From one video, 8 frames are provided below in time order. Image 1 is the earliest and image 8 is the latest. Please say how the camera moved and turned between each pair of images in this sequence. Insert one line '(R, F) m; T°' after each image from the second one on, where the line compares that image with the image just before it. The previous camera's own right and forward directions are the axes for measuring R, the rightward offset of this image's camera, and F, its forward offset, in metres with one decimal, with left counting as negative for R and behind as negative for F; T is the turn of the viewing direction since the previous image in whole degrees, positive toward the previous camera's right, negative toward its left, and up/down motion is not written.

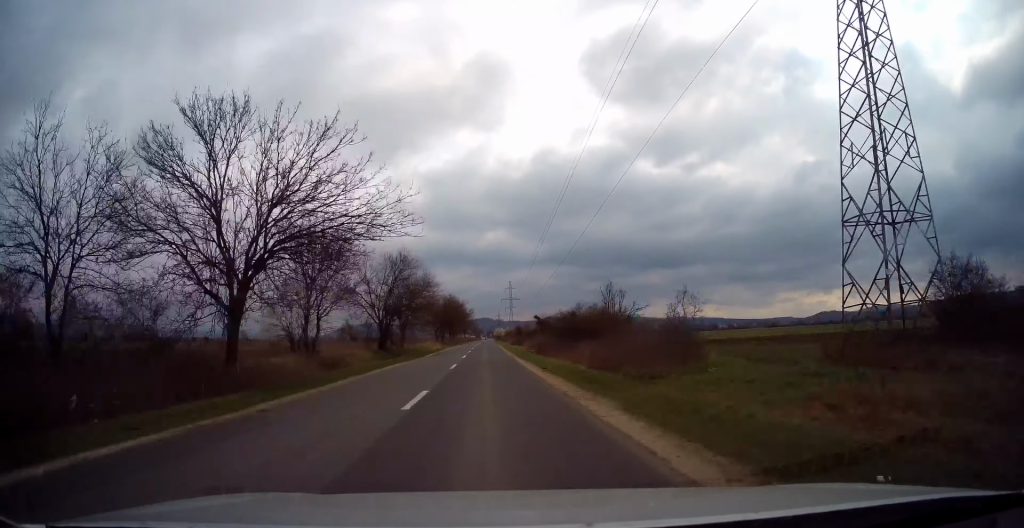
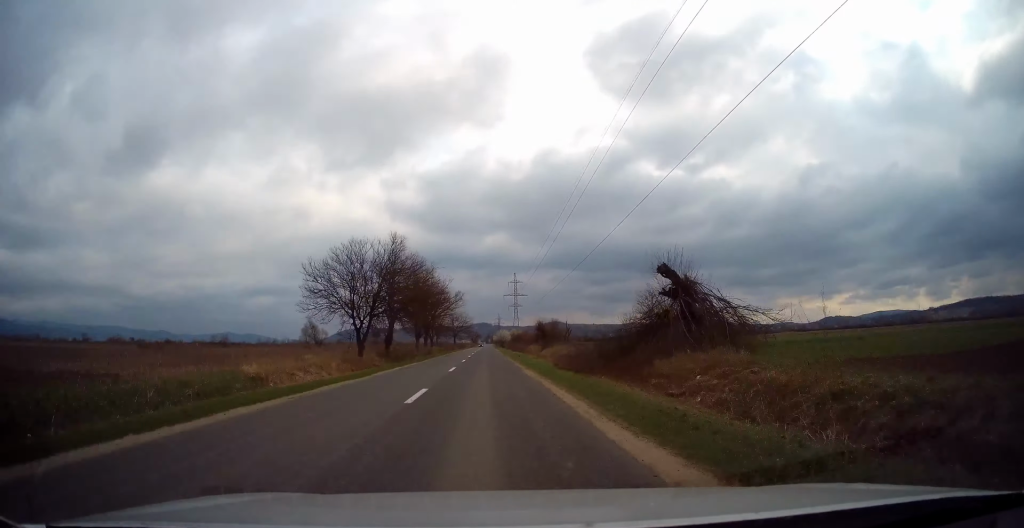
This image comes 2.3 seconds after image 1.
(+0.2, +58.2) m; +1°
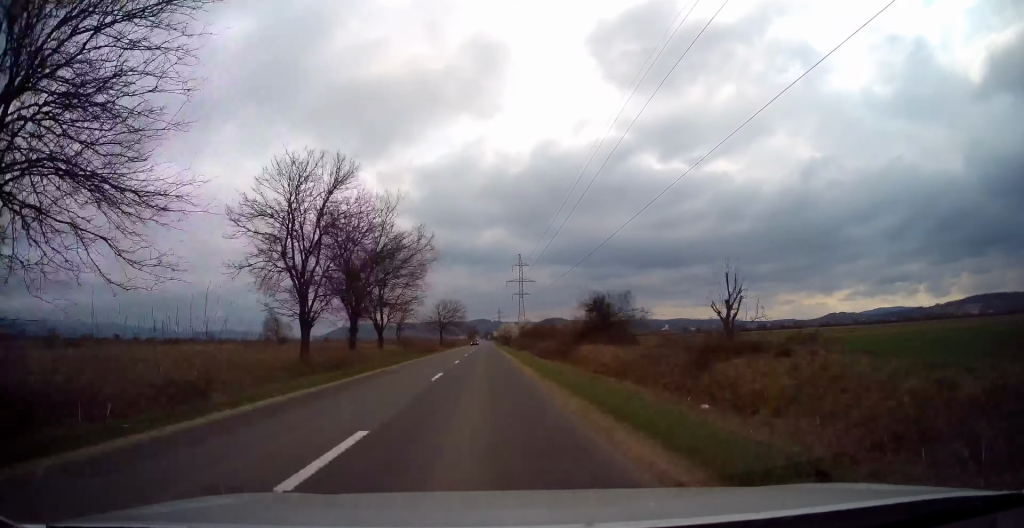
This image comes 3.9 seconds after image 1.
(0.0, +41.8) m; -1°
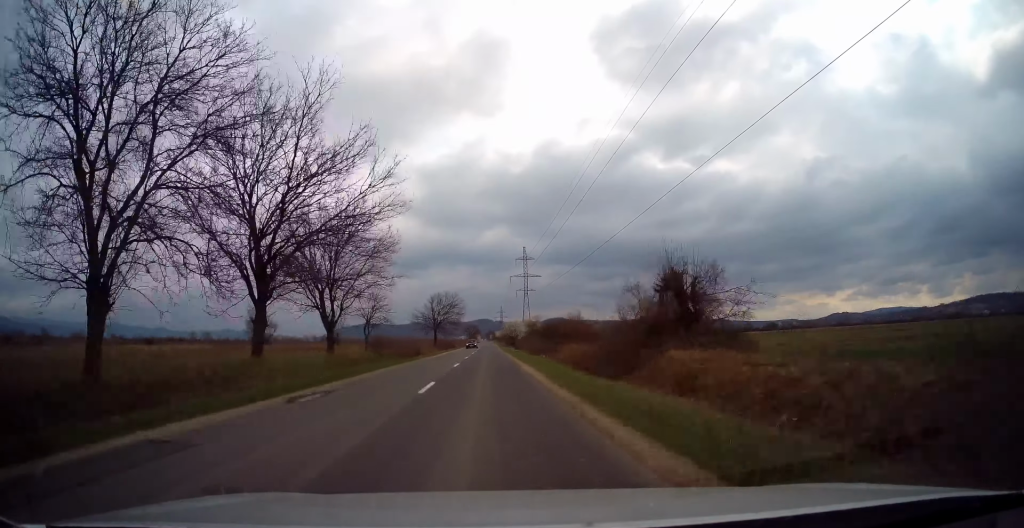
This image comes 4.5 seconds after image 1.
(-0.1, +15.4) m; -1°
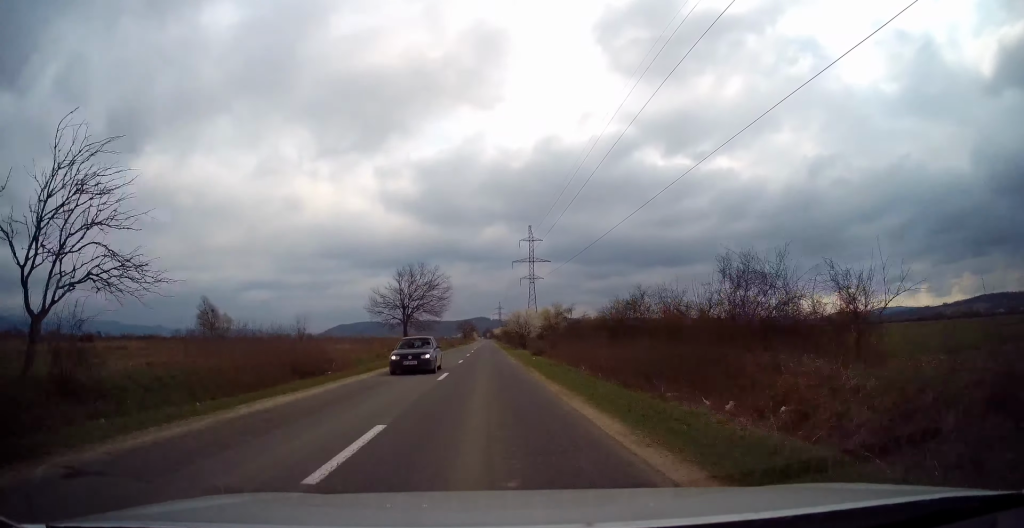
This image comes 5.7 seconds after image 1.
(-0.3, +31.3) m; 0°
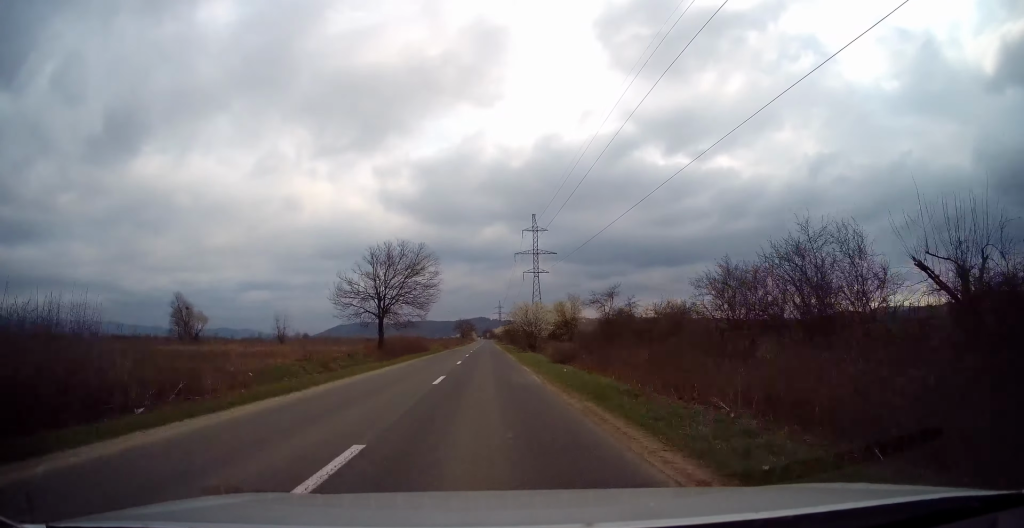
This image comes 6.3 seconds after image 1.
(+0.2, +13.5) m; 0°
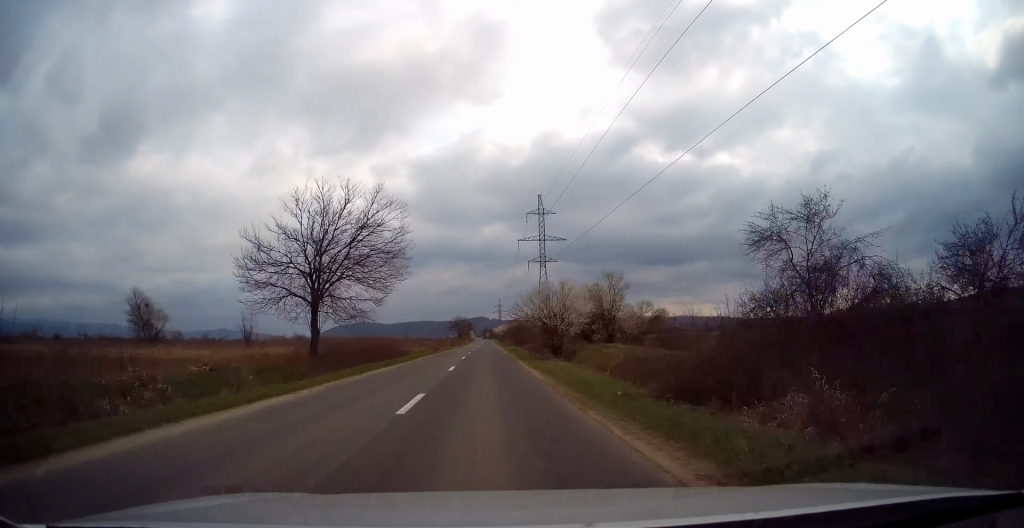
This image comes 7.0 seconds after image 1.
(+0.1, +17.7) m; 0°
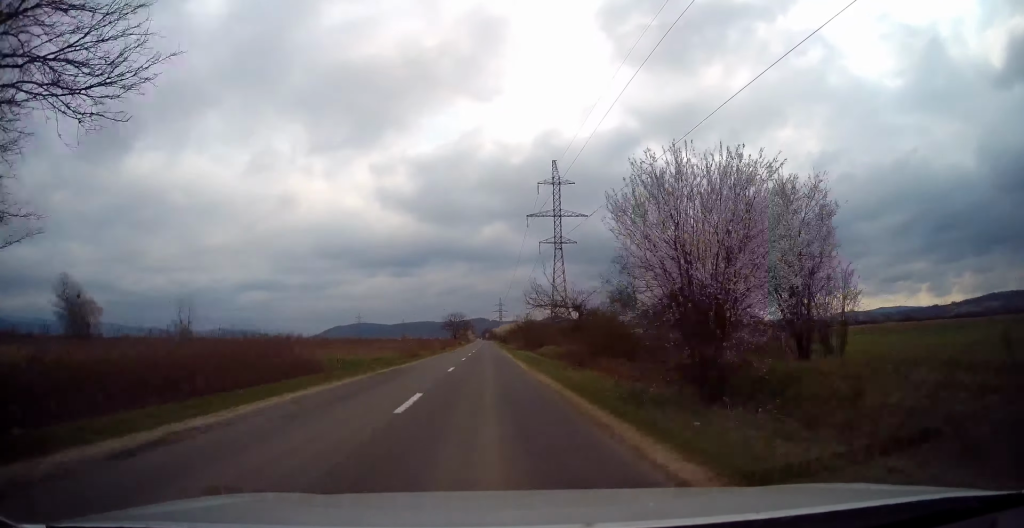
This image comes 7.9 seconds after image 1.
(-0.4, +23.8) m; 0°
